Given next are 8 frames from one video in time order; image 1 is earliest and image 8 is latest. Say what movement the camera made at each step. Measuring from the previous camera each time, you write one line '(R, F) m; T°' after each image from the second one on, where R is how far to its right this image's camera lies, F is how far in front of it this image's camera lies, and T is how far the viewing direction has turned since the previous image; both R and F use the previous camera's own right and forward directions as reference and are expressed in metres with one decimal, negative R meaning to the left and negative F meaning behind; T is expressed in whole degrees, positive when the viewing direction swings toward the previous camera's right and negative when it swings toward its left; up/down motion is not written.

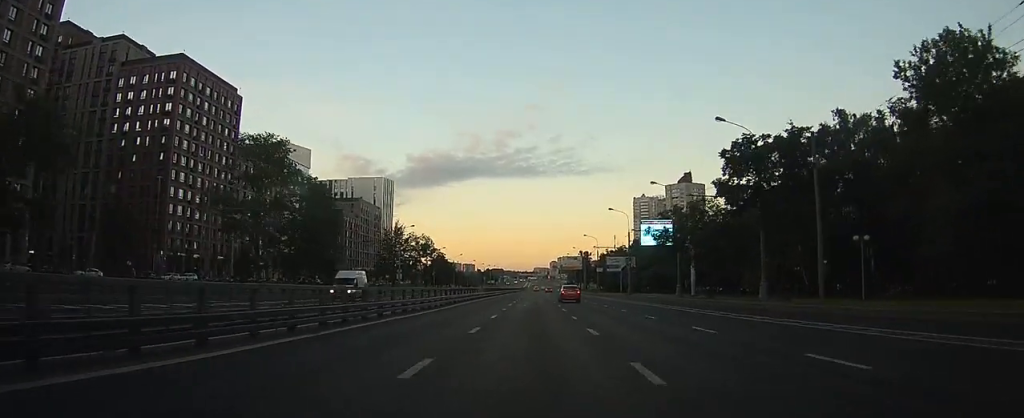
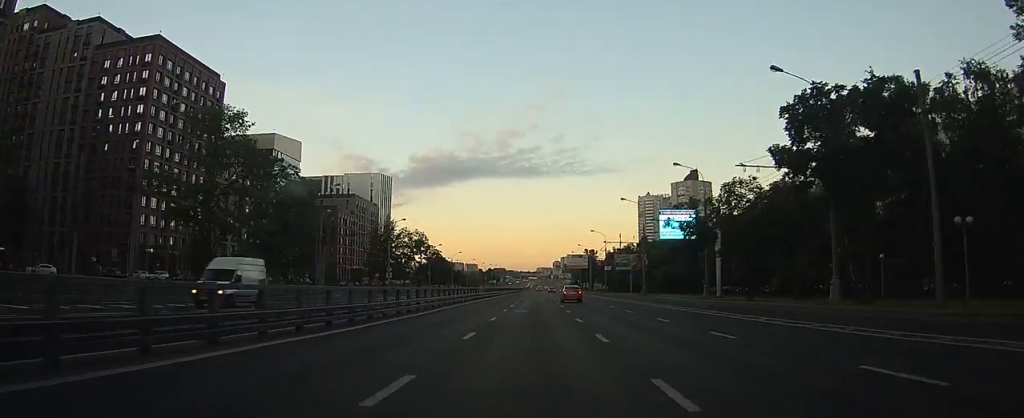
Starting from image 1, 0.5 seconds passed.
(0.0, +9.7) m; 0°
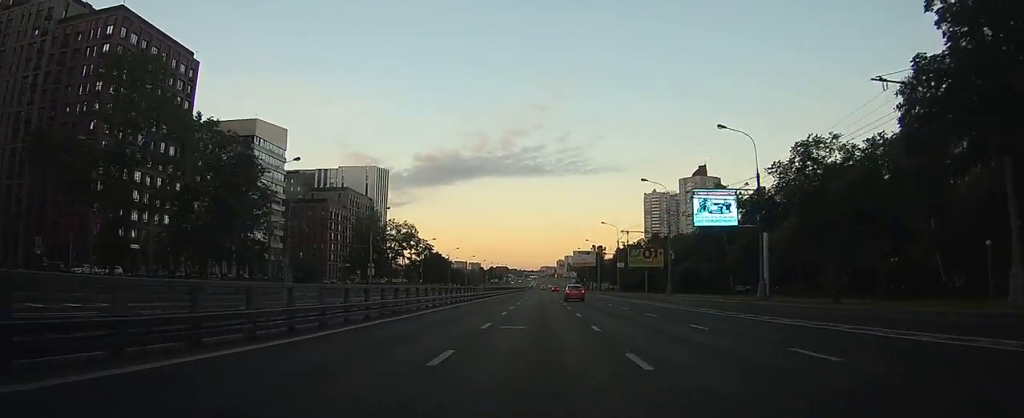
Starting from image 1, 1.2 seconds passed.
(0.0, +12.8) m; 0°
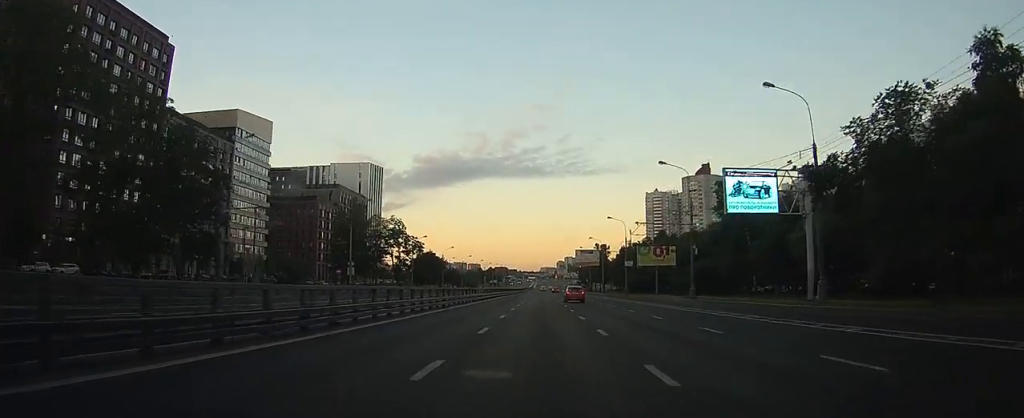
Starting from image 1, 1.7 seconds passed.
(0.0, +9.1) m; 0°
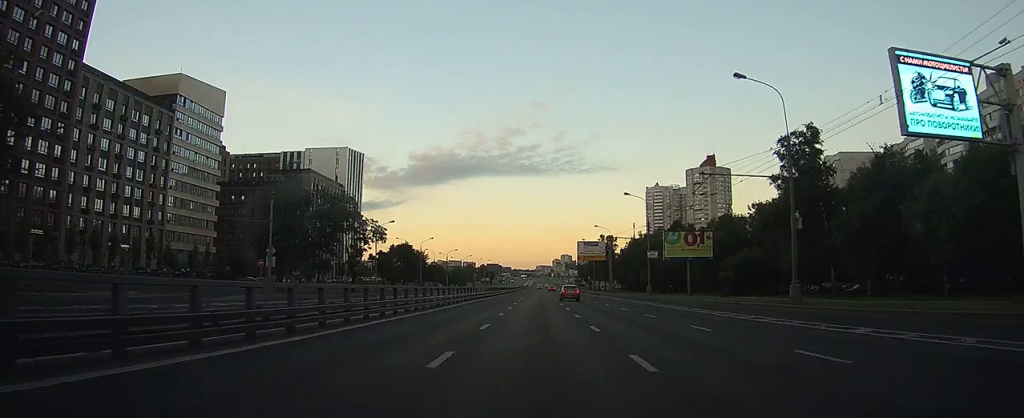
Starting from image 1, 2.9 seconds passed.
(-0.2, +22.0) m; -1°
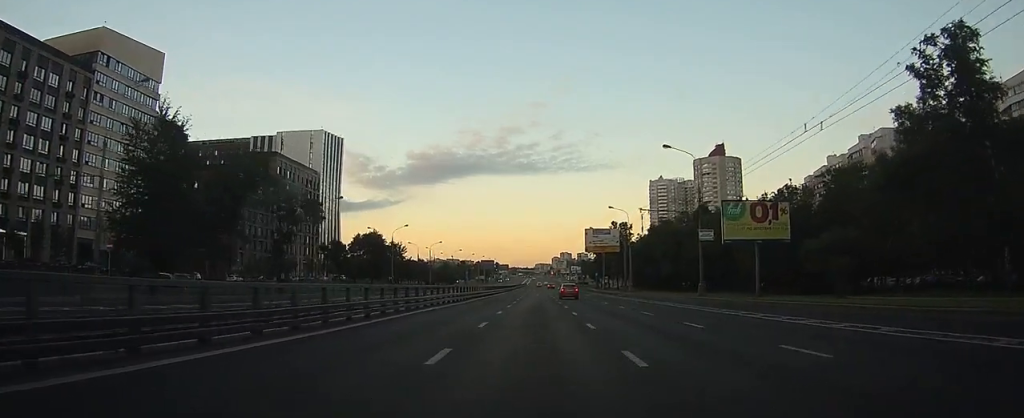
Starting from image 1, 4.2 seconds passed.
(0.0, +22.8) m; 0°
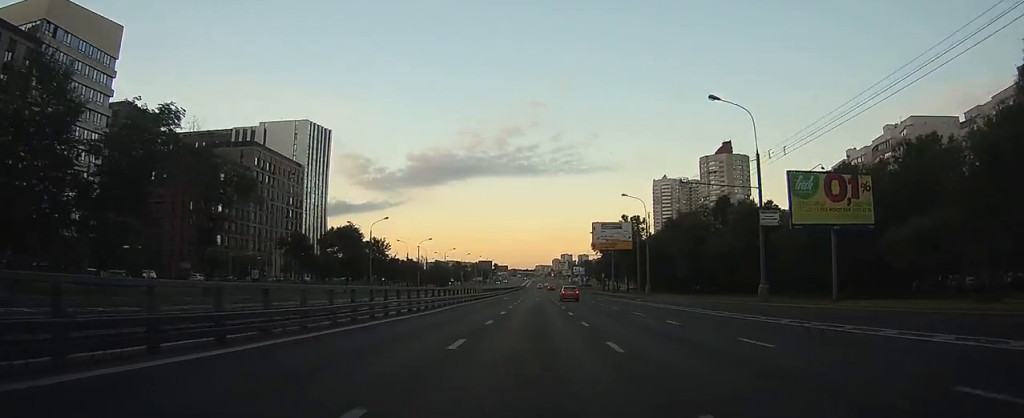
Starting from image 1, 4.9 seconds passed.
(0.0, +13.0) m; 0°
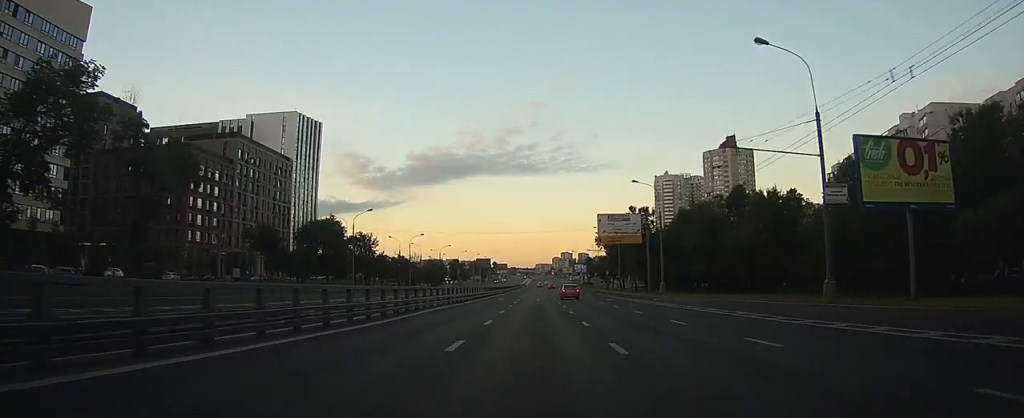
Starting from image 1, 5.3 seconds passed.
(0.0, +8.1) m; 0°
